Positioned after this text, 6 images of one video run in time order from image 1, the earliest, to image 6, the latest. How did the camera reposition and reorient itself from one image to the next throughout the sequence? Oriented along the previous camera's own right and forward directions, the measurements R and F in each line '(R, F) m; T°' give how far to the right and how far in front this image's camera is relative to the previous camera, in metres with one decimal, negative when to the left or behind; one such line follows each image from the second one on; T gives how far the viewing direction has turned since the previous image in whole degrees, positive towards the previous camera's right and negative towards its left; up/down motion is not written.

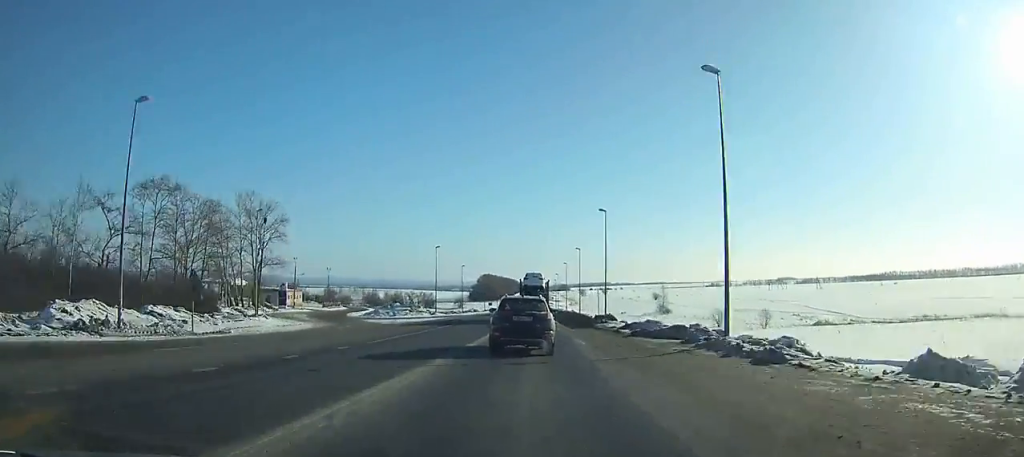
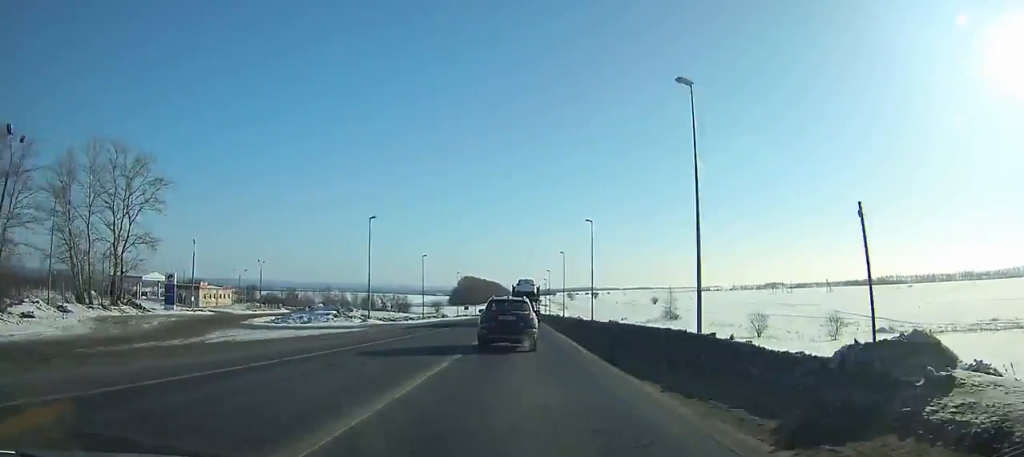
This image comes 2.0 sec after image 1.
(0.0, +34.3) m; +1°
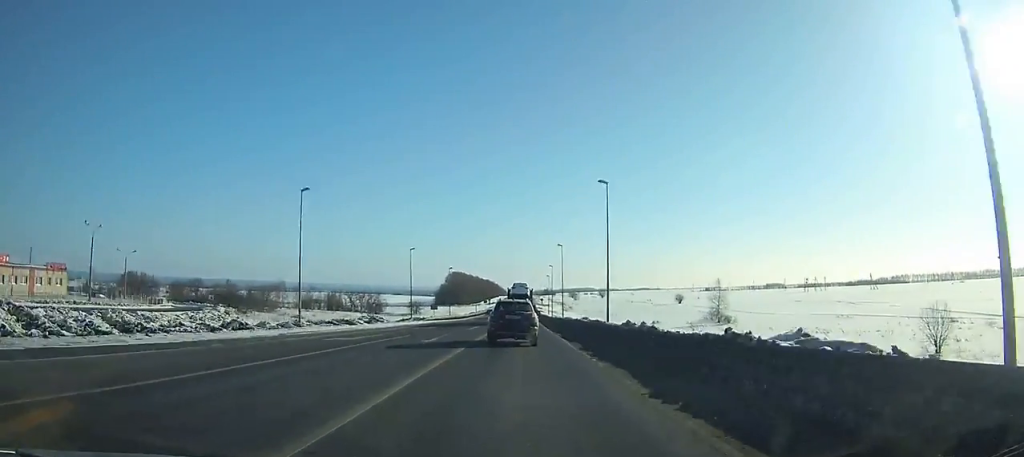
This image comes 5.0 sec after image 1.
(+0.9, +52.1) m; +1°
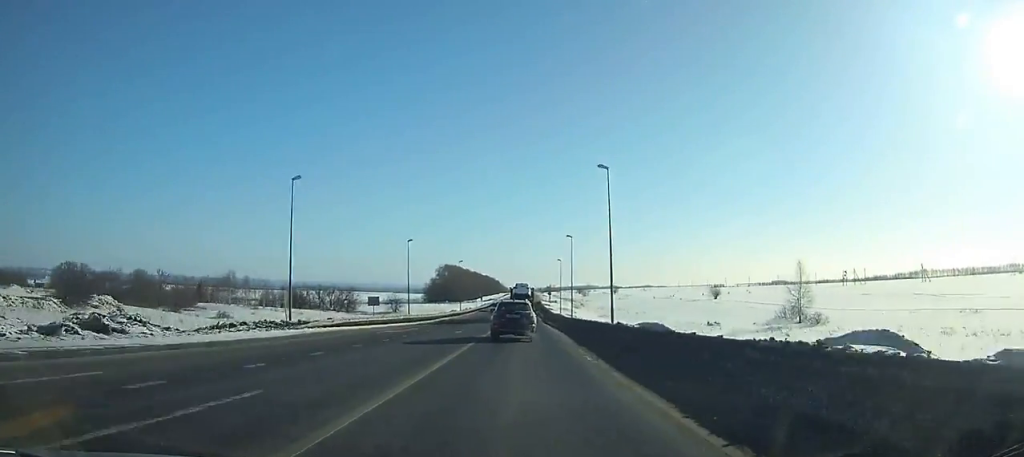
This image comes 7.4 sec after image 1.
(-0.1, +42.0) m; 0°
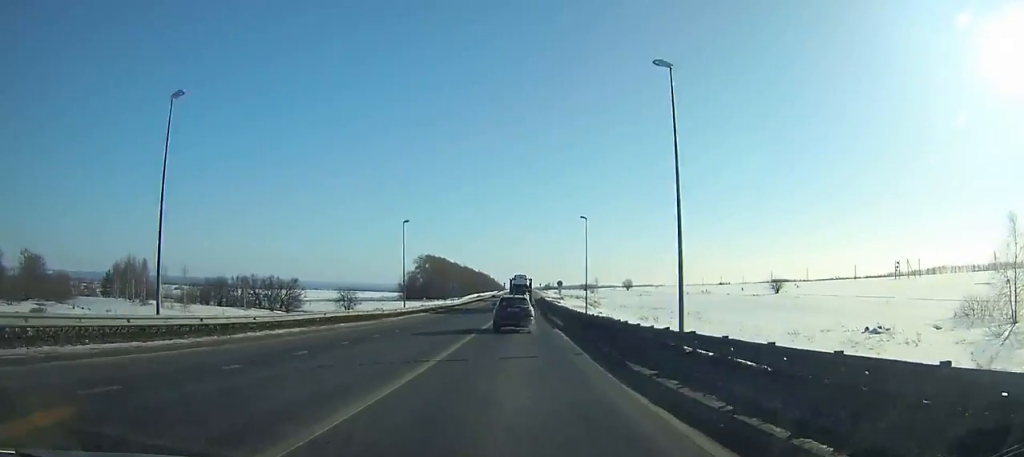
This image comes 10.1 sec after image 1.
(+0.1, +48.3) m; 0°
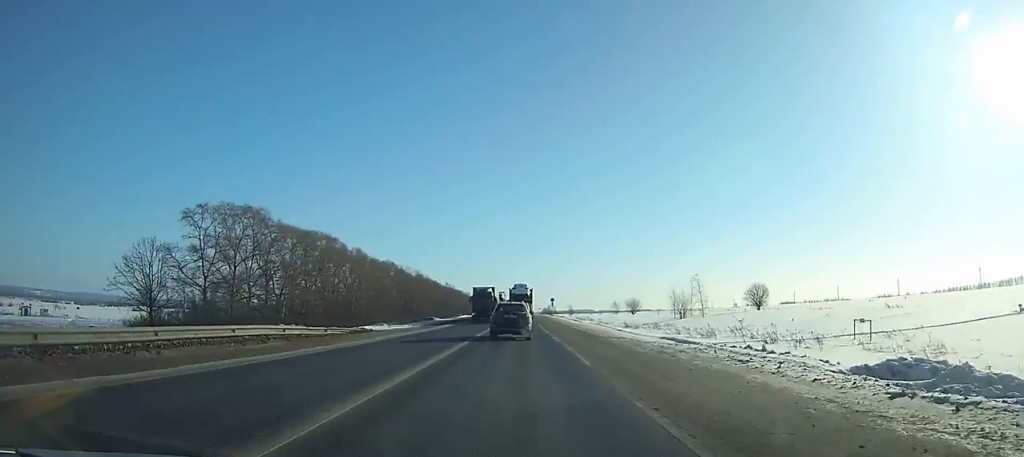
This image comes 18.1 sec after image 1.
(-0.7, +154.1) m; 0°
